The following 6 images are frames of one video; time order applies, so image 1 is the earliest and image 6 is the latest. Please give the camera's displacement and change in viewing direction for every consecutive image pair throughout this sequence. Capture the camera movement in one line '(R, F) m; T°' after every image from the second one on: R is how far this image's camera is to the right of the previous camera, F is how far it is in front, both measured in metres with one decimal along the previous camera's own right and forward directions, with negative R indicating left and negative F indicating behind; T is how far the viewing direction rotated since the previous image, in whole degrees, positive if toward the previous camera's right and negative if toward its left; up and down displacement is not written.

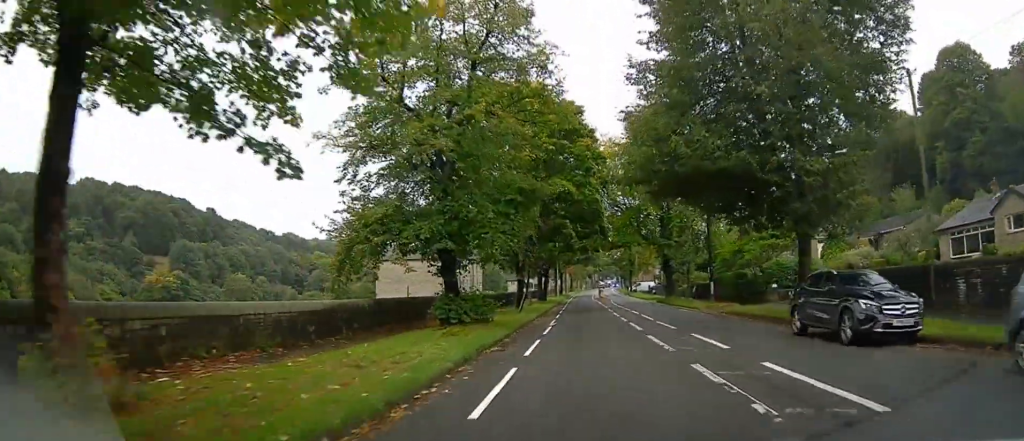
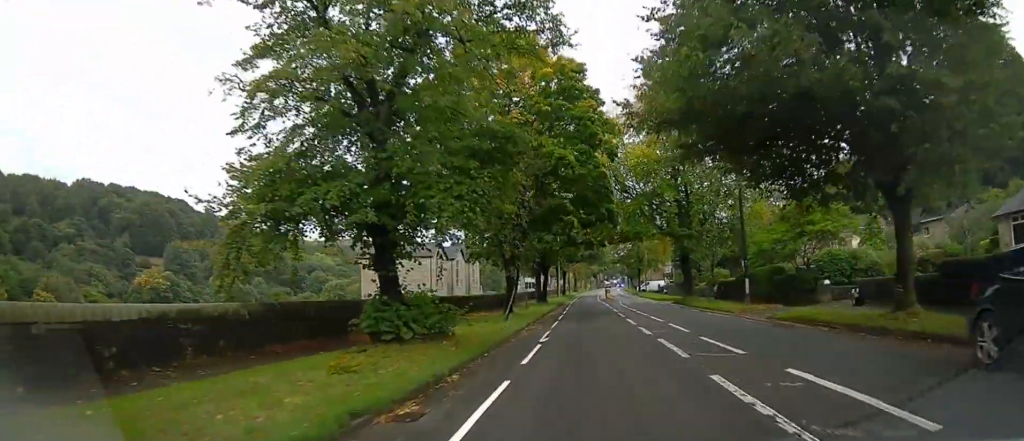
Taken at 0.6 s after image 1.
(-0.3, +7.0) m; -1°
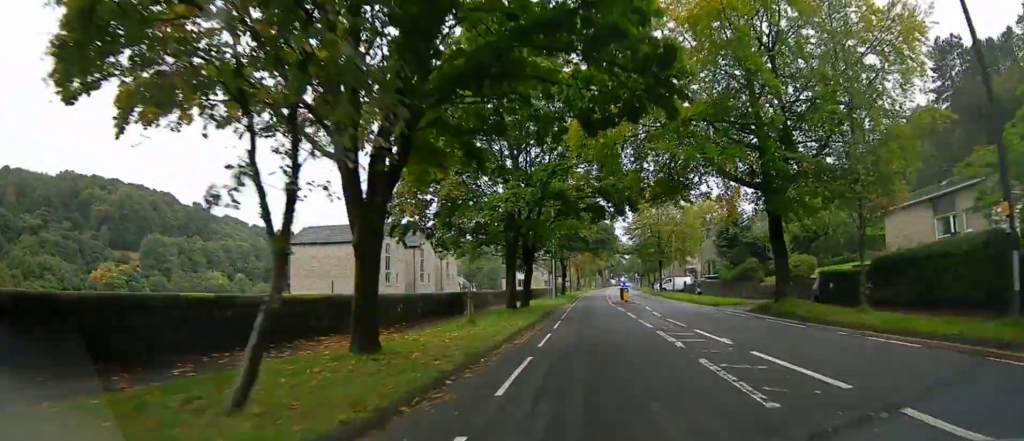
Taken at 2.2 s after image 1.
(+0.1, +19.9) m; 0°
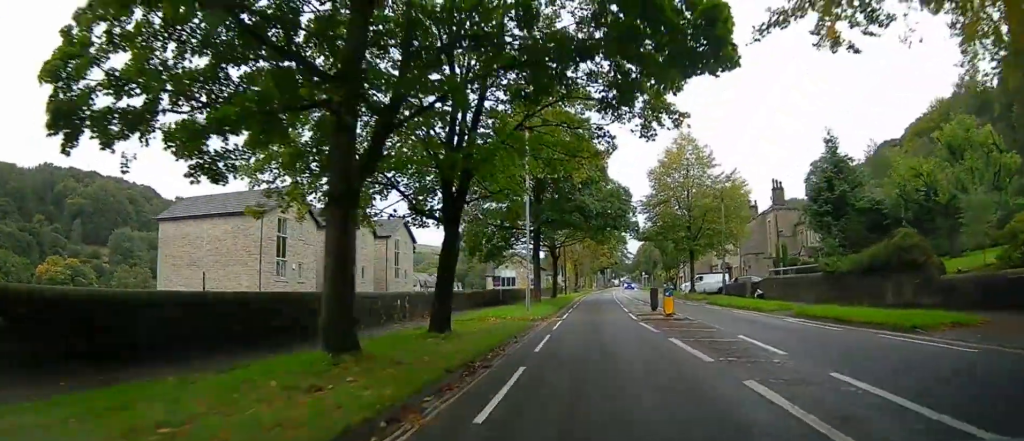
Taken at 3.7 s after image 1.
(0.0, +19.7) m; +1°
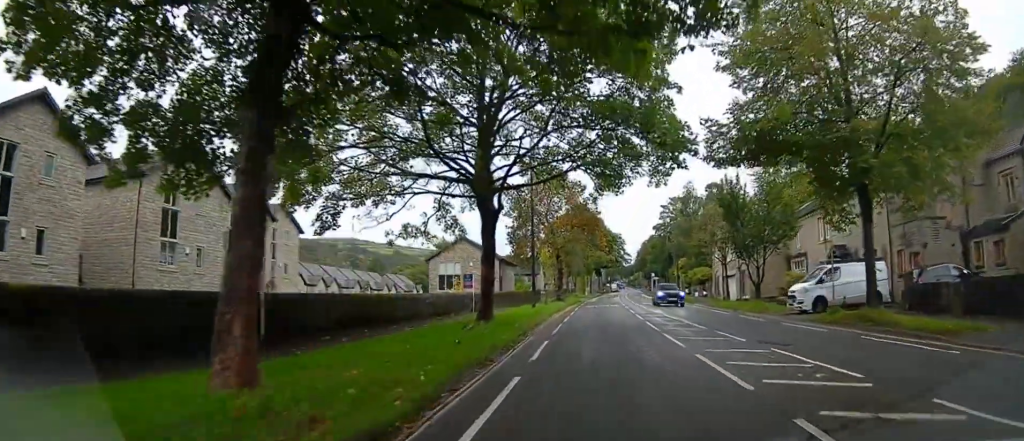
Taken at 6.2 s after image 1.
(-0.3, +30.5) m; -1°
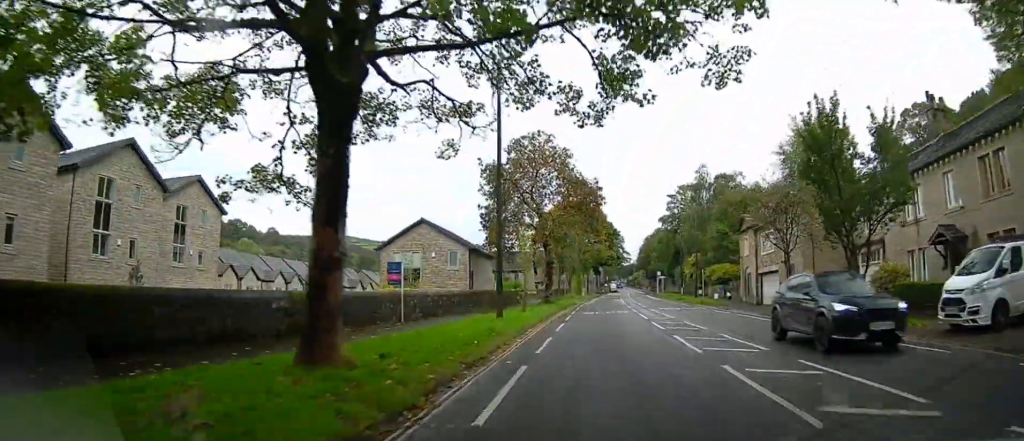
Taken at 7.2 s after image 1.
(+0.1, +11.5) m; 0°
